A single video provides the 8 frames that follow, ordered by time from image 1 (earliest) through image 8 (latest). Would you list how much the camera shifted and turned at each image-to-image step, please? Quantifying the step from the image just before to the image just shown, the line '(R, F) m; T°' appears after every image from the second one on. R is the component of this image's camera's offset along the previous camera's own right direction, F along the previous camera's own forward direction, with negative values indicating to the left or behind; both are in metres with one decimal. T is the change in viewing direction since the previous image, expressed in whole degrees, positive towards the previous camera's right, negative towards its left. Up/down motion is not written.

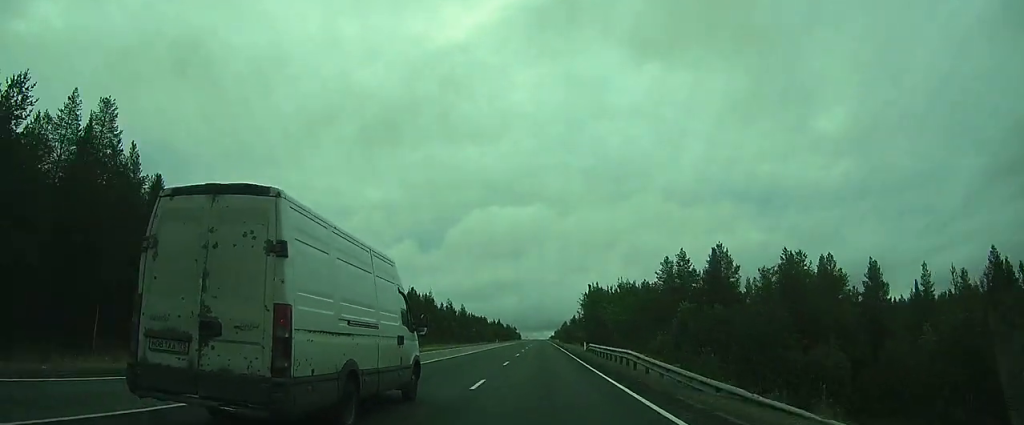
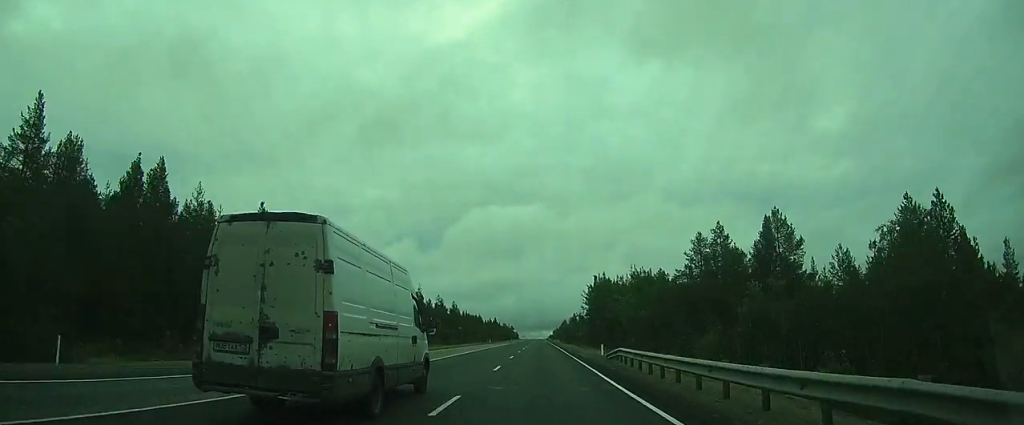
(0.0, +16.4) m; 0°
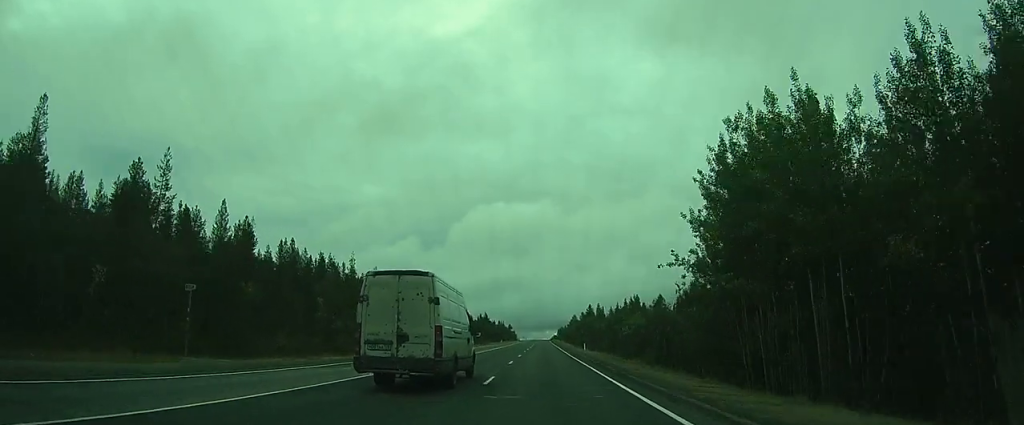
(+0.1, +74.0) m; 0°
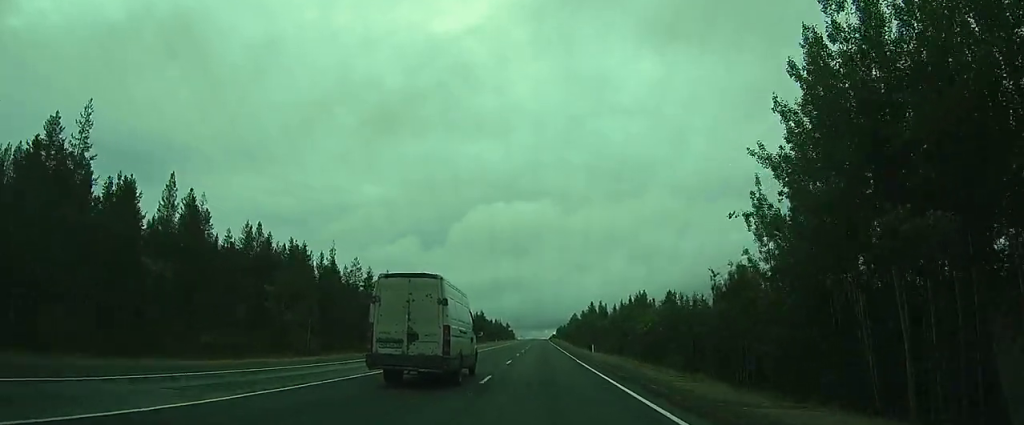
(0.0, +11.5) m; 0°
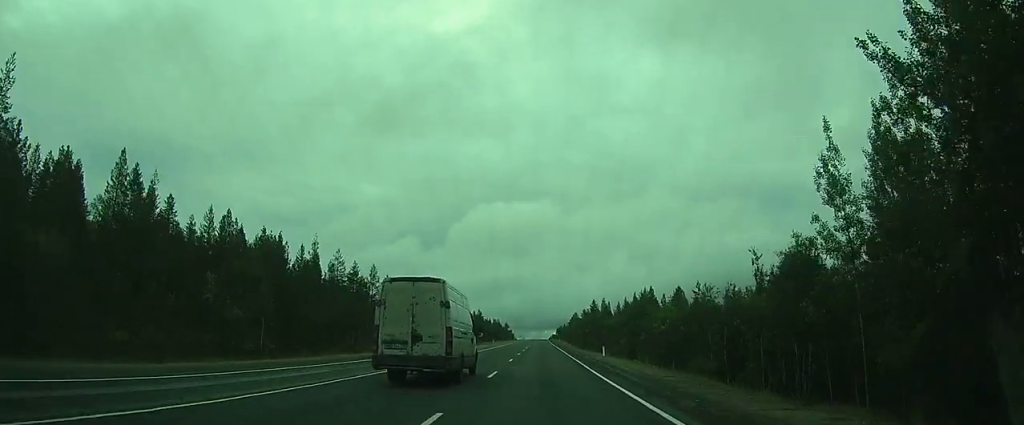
(0.0, +8.8) m; 0°
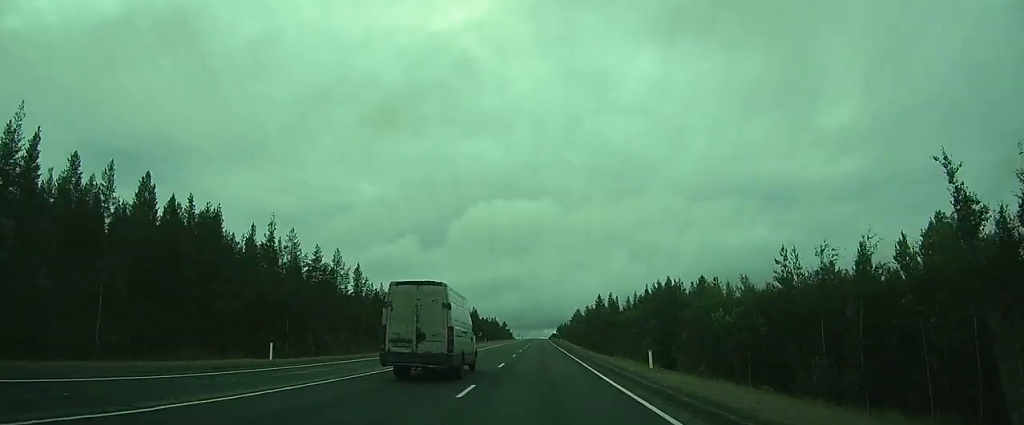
(+0.2, +17.5) m; +1°
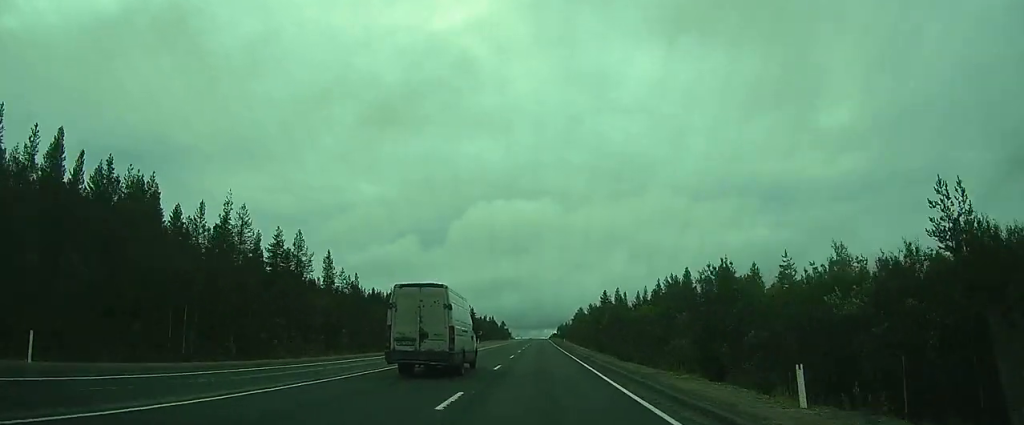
(+0.1, +13.4) m; 0°
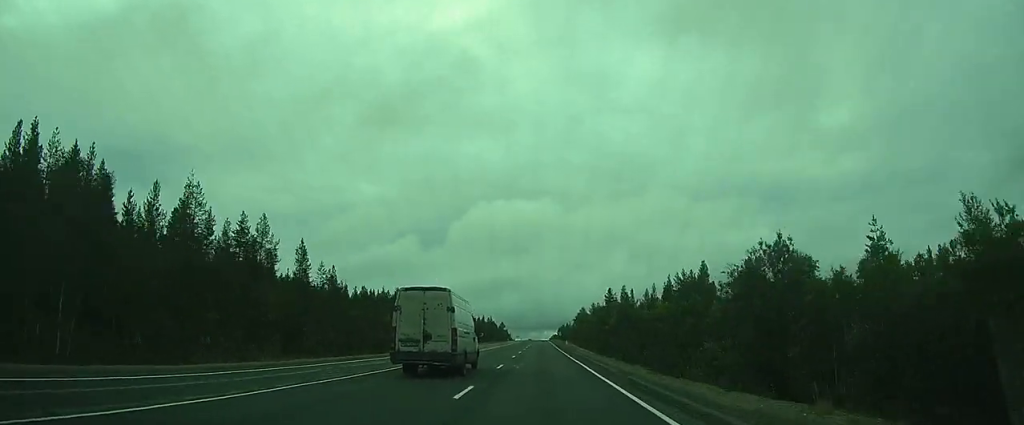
(0.0, +9.3) m; 0°
